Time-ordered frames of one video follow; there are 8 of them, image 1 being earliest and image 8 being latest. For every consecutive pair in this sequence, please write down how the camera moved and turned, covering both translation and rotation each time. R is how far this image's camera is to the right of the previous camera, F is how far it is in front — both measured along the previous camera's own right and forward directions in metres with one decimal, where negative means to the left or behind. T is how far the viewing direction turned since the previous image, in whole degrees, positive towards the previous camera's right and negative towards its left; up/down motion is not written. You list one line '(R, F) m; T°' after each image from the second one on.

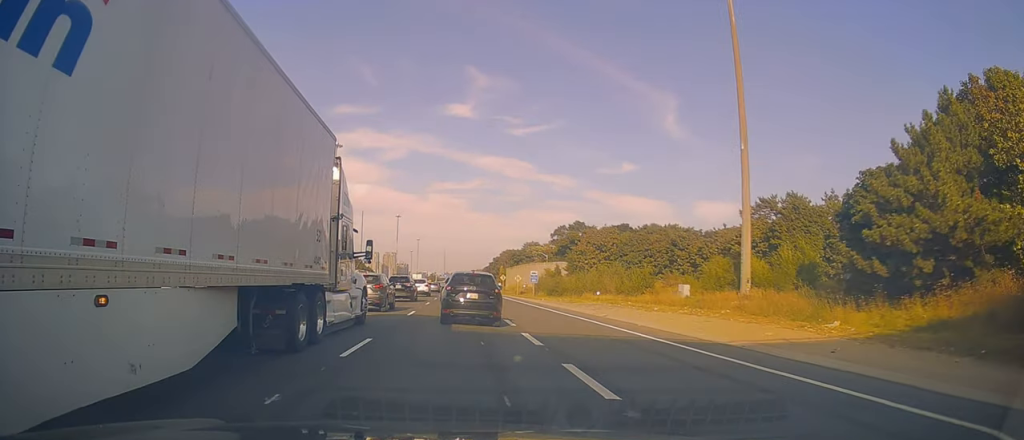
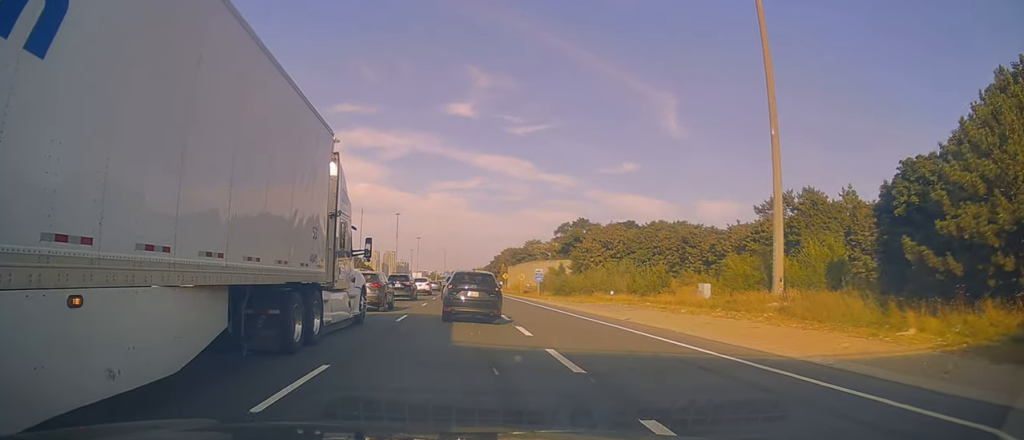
(-0.1, +3.7) m; -2°
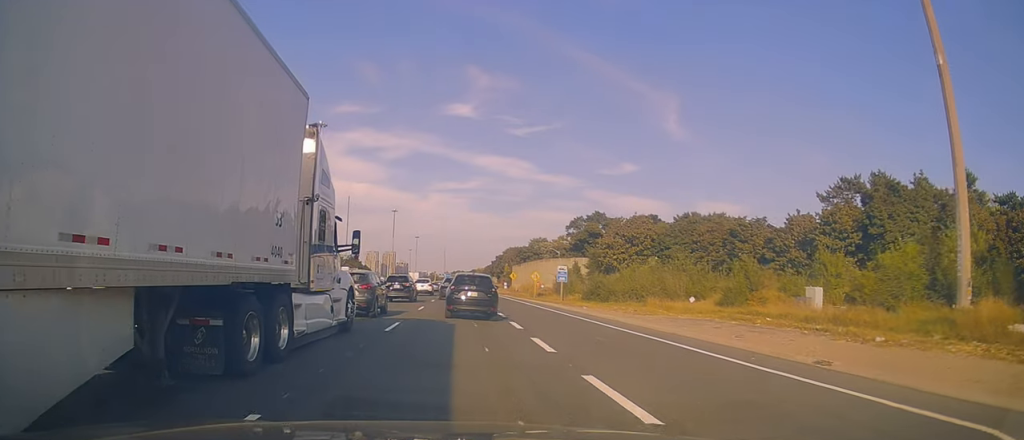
(-0.5, +14.7) m; 0°
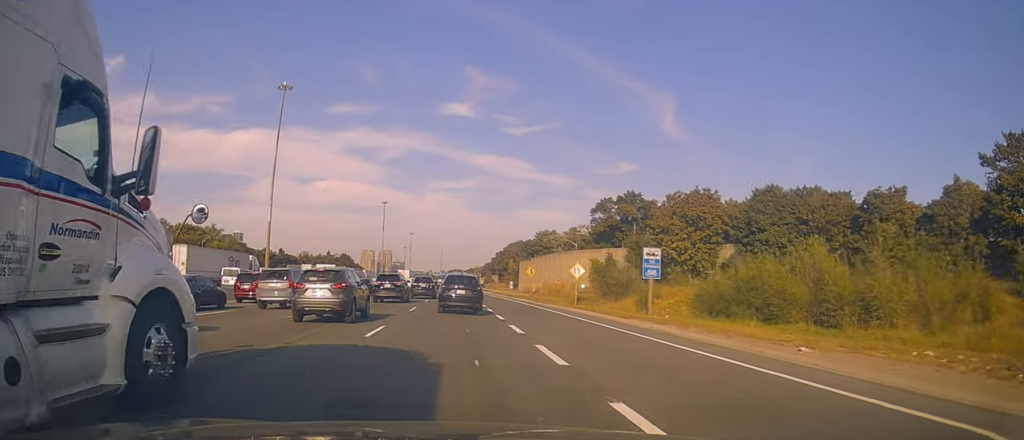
(+0.5, +24.6) m; +1°
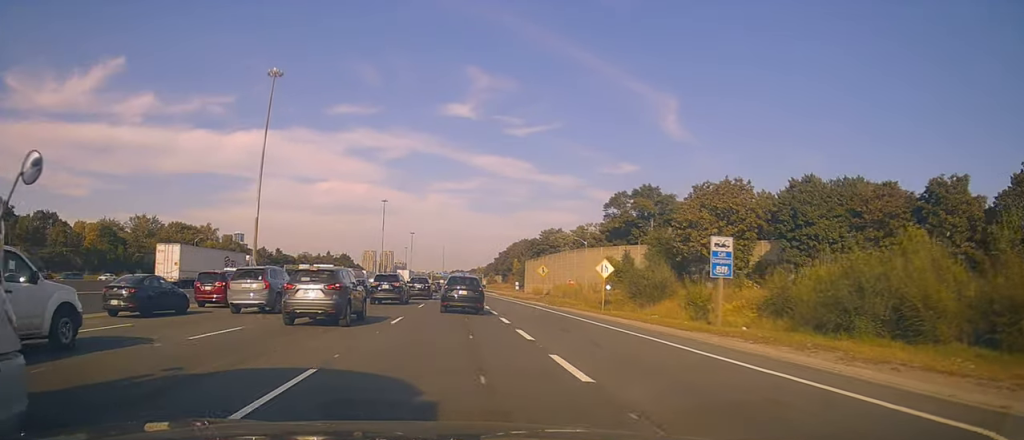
(0.0, +7.2) m; 0°
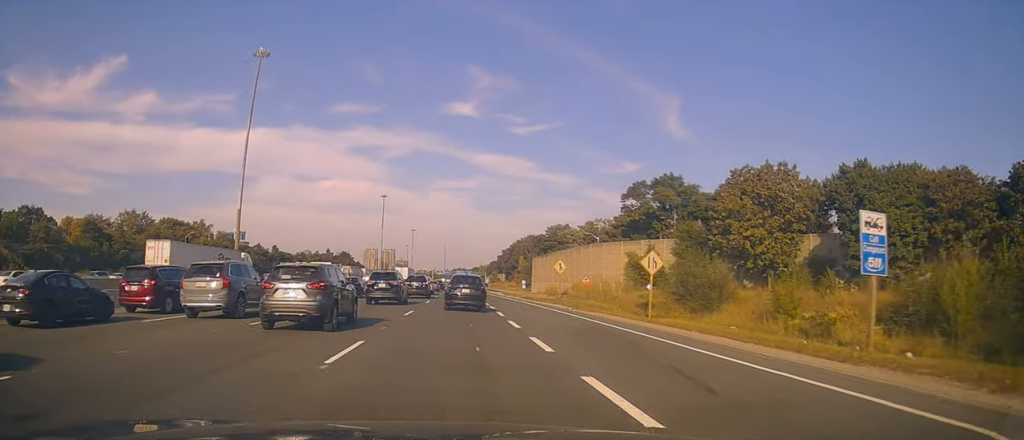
(+0.1, +8.3) m; -1°
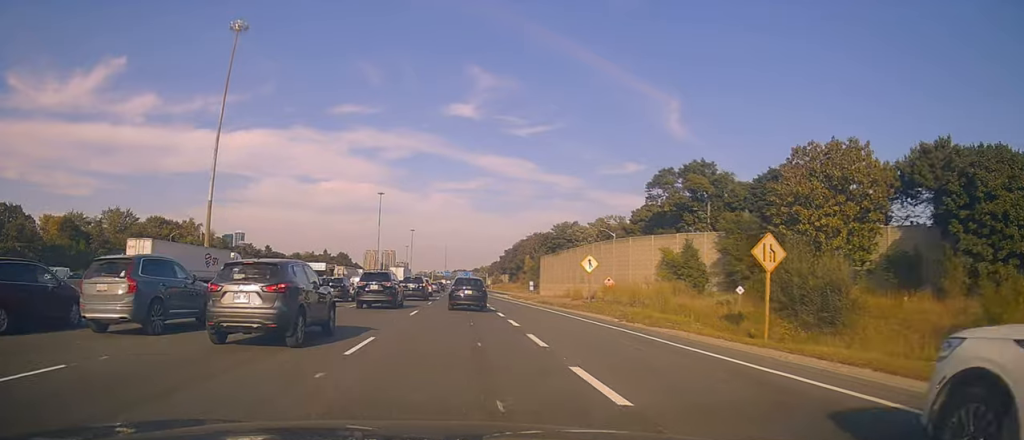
(-0.4, +10.8) m; 0°
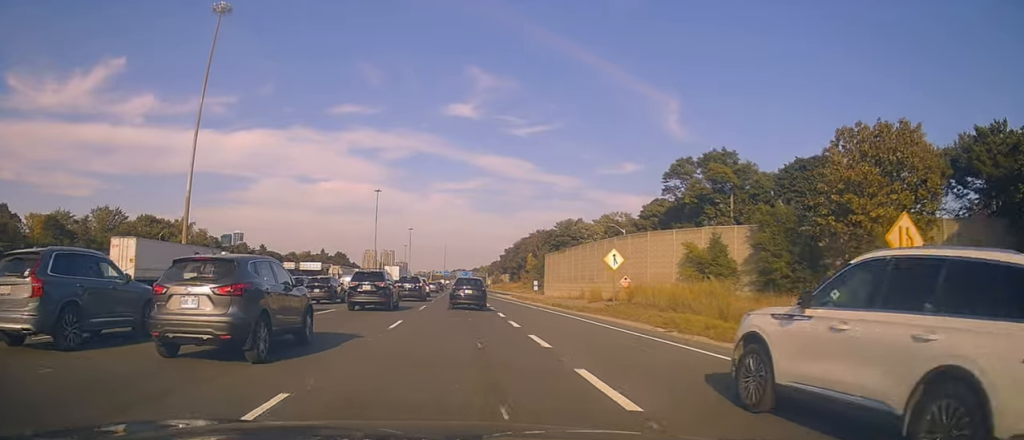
(+0.2, +6.2) m; +1°
